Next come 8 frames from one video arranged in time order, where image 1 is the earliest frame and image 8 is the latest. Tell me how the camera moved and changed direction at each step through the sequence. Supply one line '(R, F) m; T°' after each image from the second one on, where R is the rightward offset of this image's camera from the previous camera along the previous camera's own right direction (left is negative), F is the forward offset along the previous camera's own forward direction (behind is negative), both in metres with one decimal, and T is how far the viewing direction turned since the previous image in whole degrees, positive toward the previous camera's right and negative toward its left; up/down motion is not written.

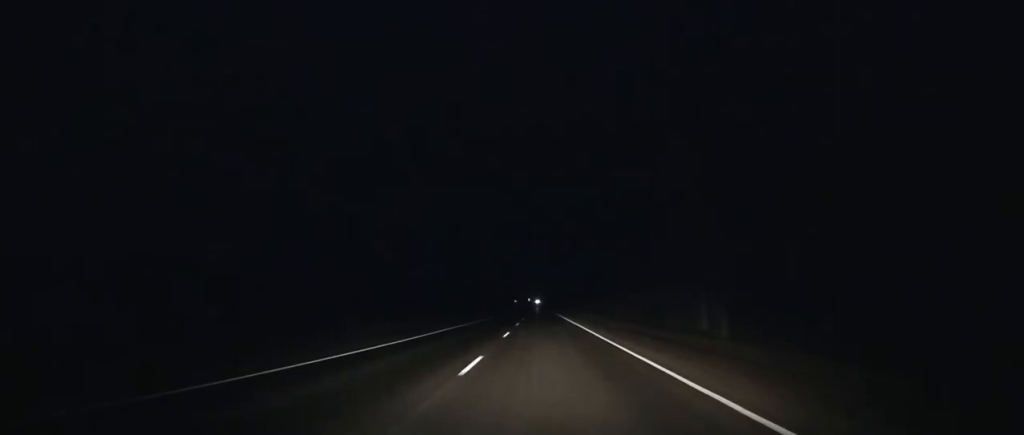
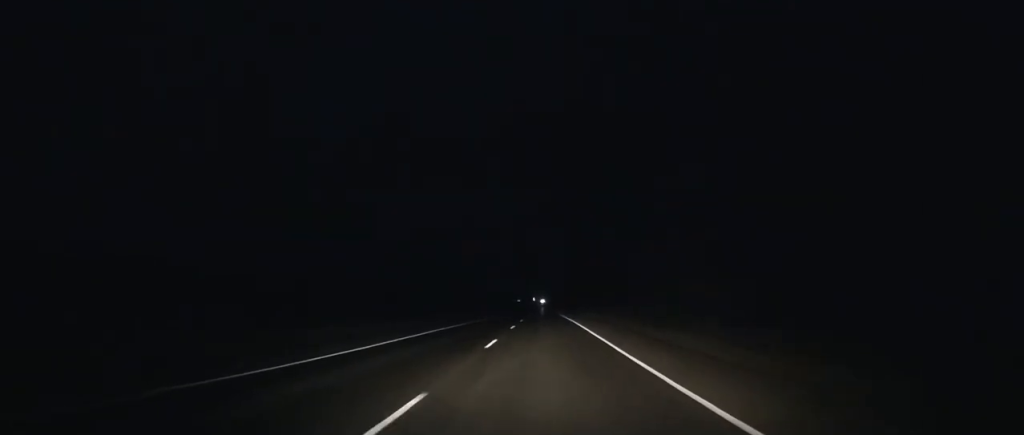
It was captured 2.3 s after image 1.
(-0.4, +66.6) m; -1°
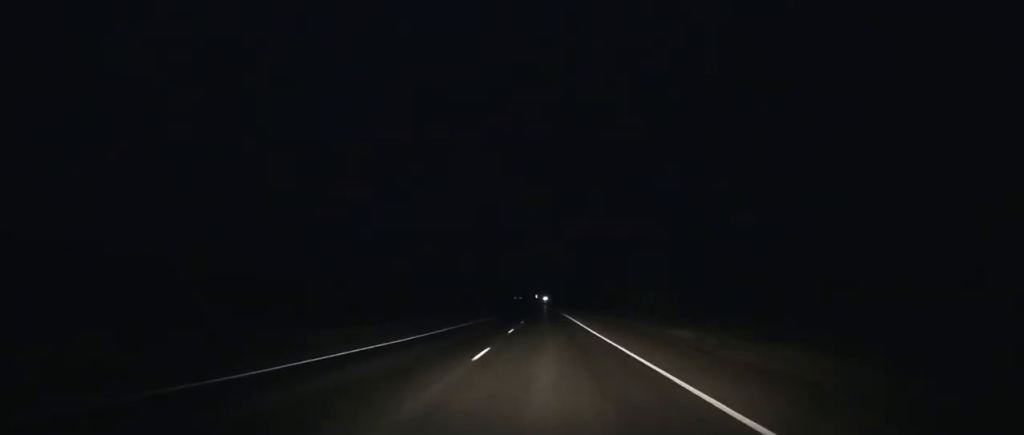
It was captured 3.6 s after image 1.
(-0.2, +37.4) m; 0°
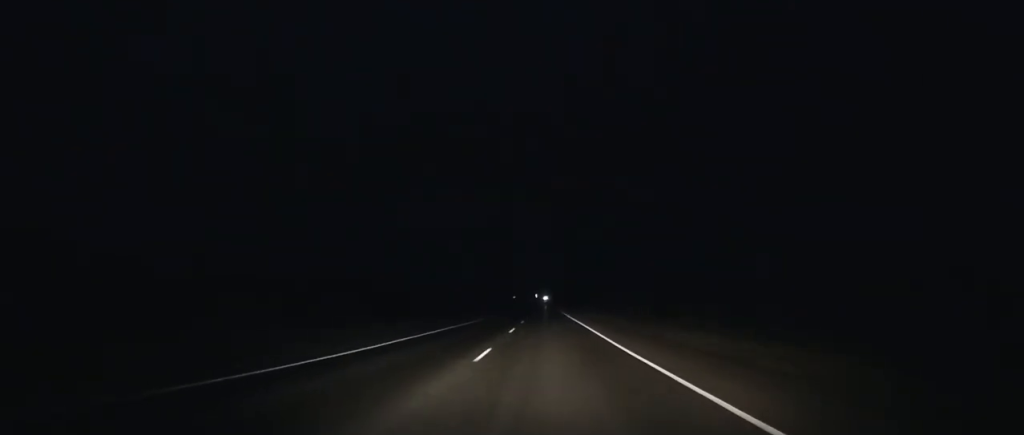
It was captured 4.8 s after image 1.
(-0.1, +34.5) m; 0°
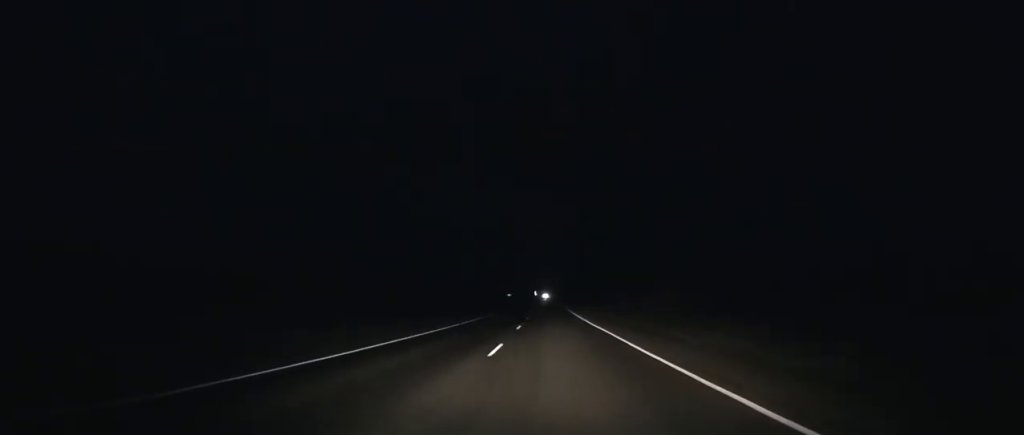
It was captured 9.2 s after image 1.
(+0.5, +129.0) m; +1°
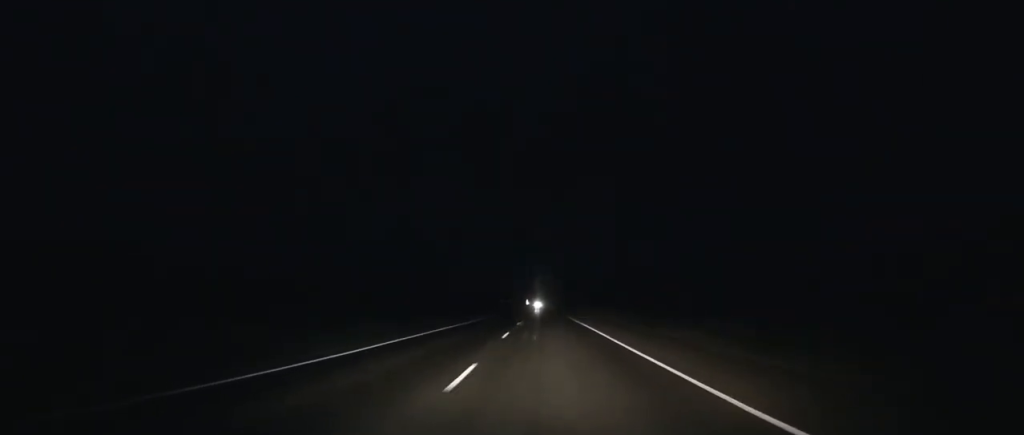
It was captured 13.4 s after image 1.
(+0.4, +127.5) m; 0°
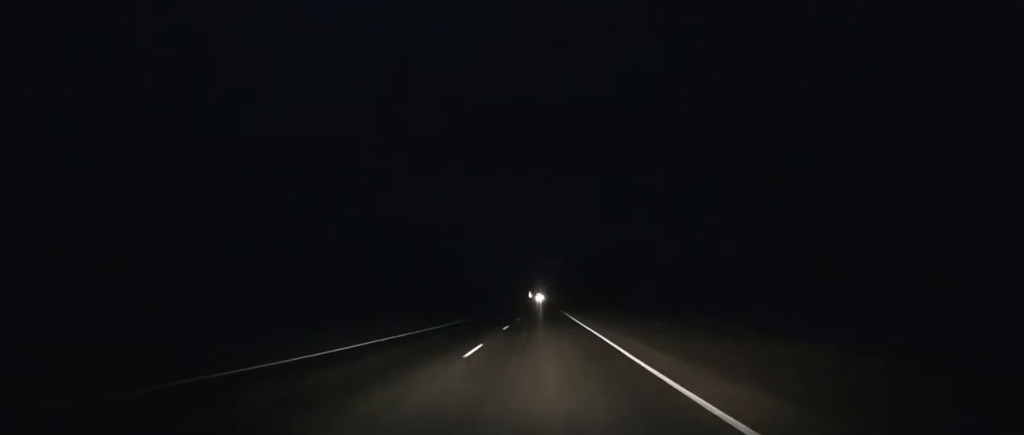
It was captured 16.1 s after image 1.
(0.0, +79.7) m; 0°
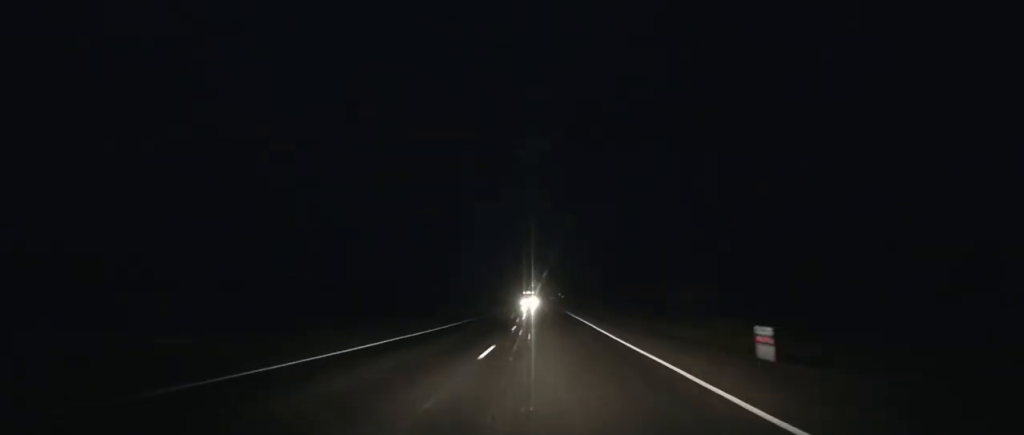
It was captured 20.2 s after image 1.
(-0.2, +117.2) m; 0°
